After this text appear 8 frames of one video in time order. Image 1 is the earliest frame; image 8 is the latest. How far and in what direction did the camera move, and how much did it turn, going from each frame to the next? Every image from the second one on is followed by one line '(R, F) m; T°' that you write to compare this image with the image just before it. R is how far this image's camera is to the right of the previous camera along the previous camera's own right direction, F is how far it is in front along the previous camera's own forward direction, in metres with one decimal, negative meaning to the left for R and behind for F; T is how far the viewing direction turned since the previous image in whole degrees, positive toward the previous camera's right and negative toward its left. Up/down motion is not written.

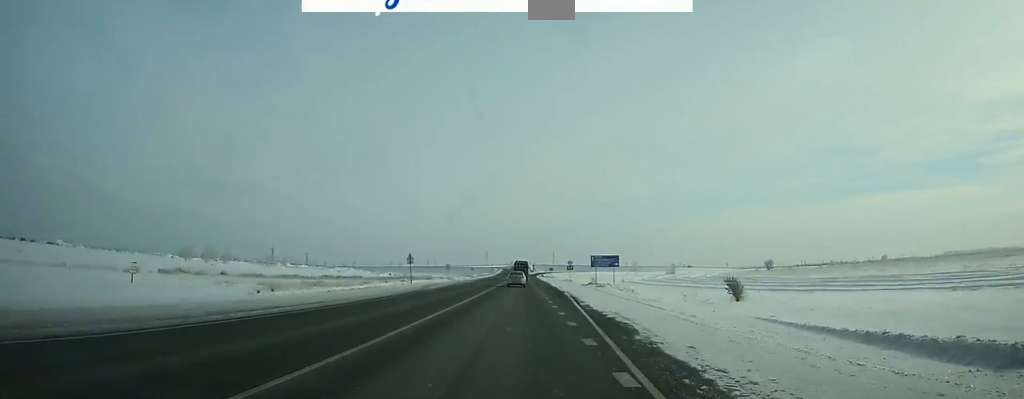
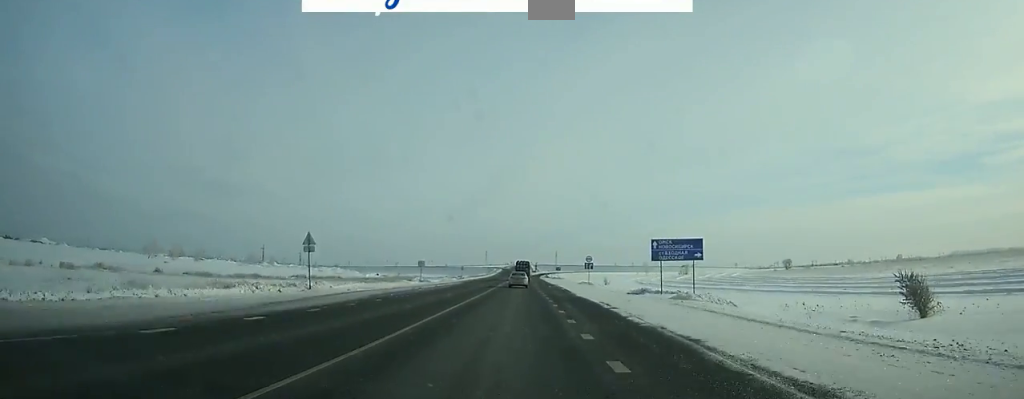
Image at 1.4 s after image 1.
(0.0, +30.7) m; 0°
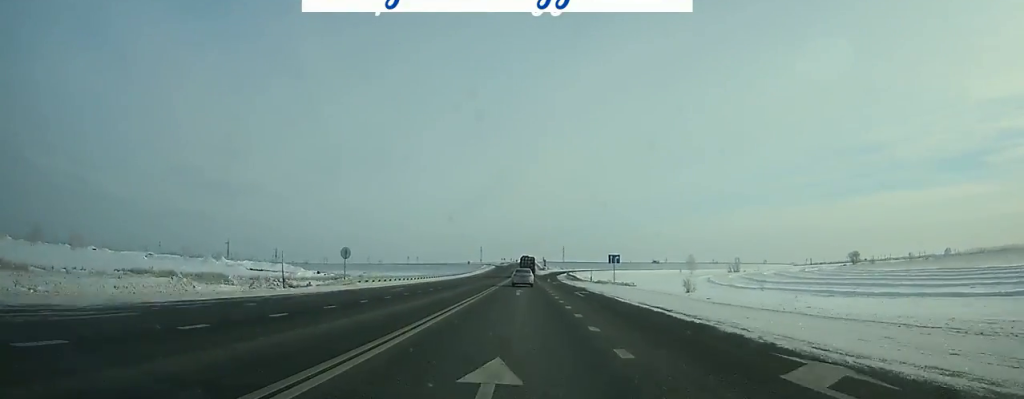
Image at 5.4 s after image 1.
(-0.3, +88.8) m; 0°
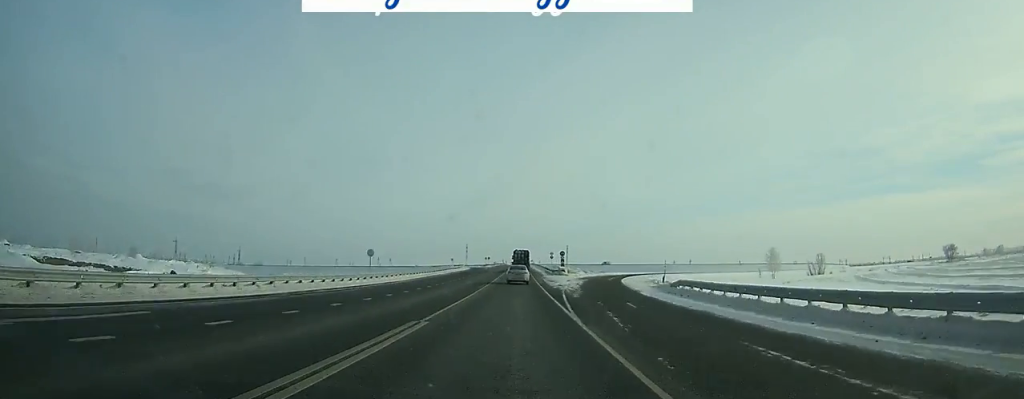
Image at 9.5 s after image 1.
(+0.2, +90.4) m; 0°
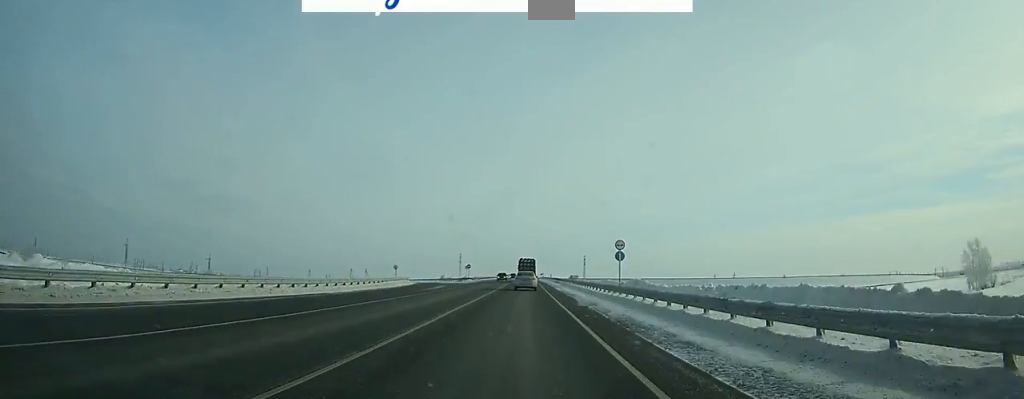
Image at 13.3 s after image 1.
(-0.1, +81.6) m; 0°
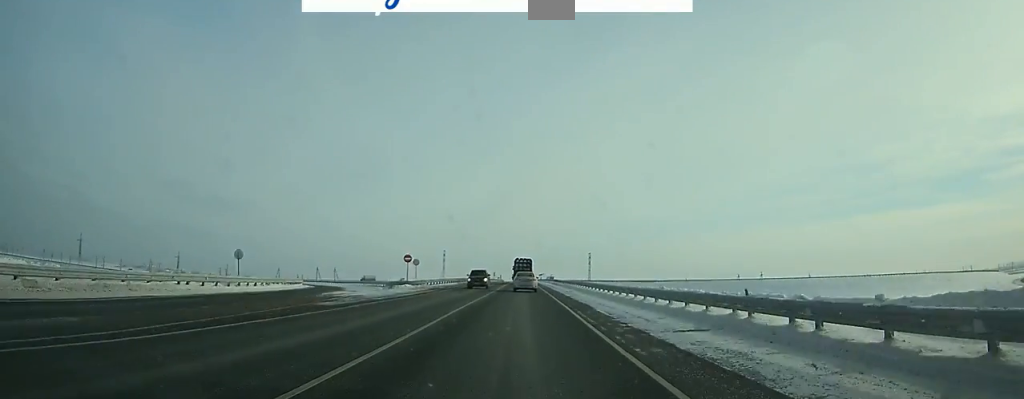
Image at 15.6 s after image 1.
(+0.1, +48.3) m; 0°
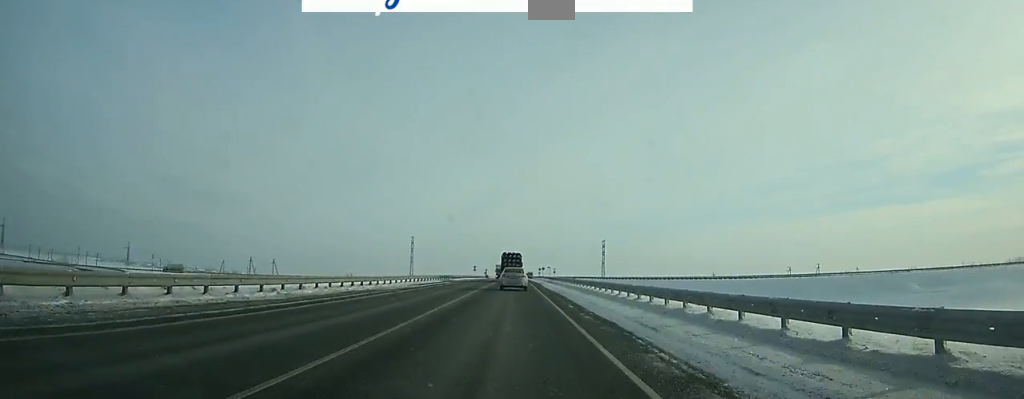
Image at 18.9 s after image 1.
(+0.3, +66.5) m; 0°
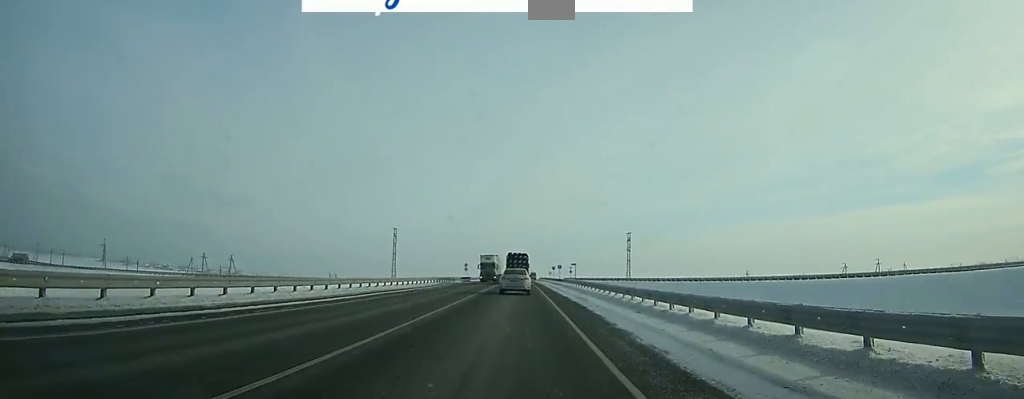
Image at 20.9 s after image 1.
(-0.1, +38.7) m; 0°
